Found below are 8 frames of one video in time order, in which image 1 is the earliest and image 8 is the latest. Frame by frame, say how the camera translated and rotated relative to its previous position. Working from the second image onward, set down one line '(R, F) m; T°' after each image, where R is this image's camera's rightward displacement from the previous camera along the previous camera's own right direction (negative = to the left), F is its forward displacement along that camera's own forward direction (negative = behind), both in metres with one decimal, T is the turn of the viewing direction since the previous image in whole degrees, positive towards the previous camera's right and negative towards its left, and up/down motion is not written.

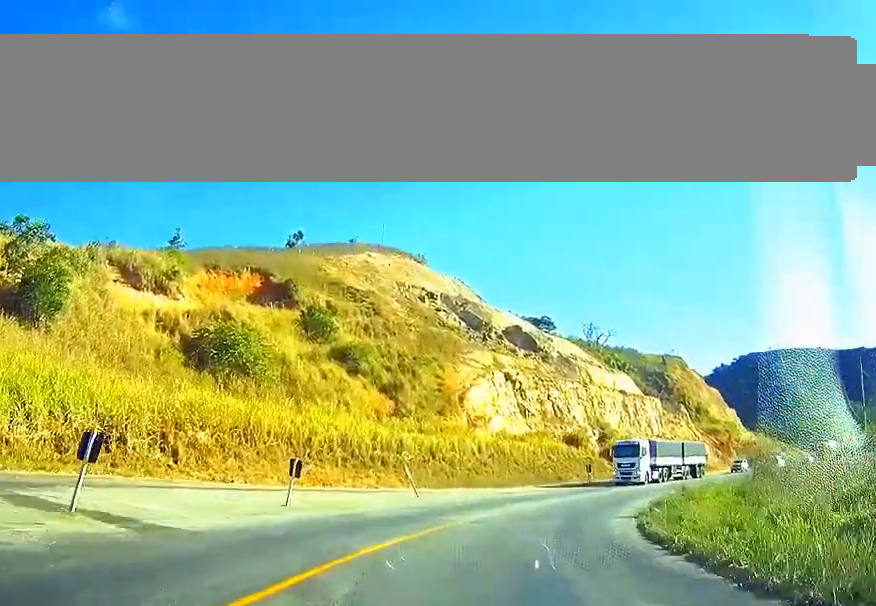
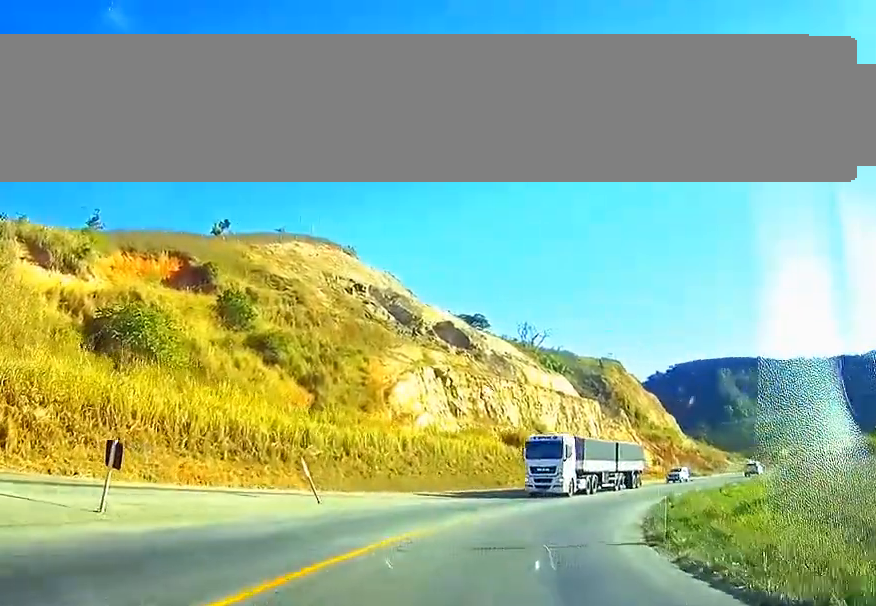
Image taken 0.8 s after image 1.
(+0.6, +10.5) m; +3°
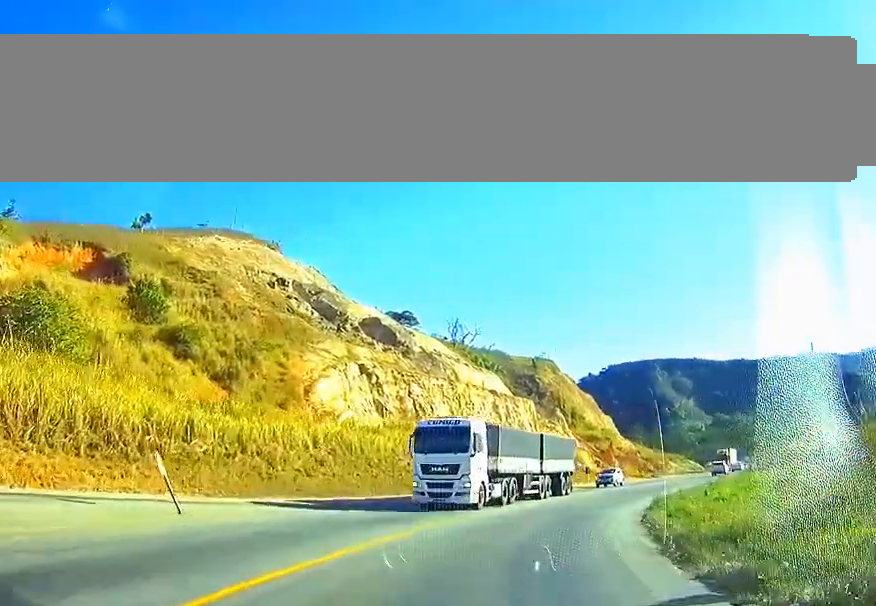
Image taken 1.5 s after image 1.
(0.0, +9.0) m; +5°
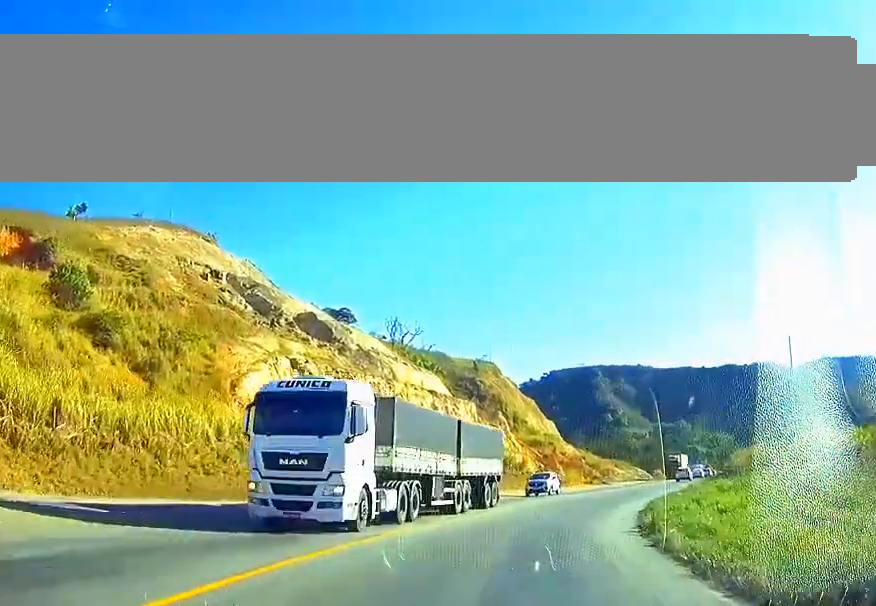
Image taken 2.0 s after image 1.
(+0.2, +7.6) m; +5°
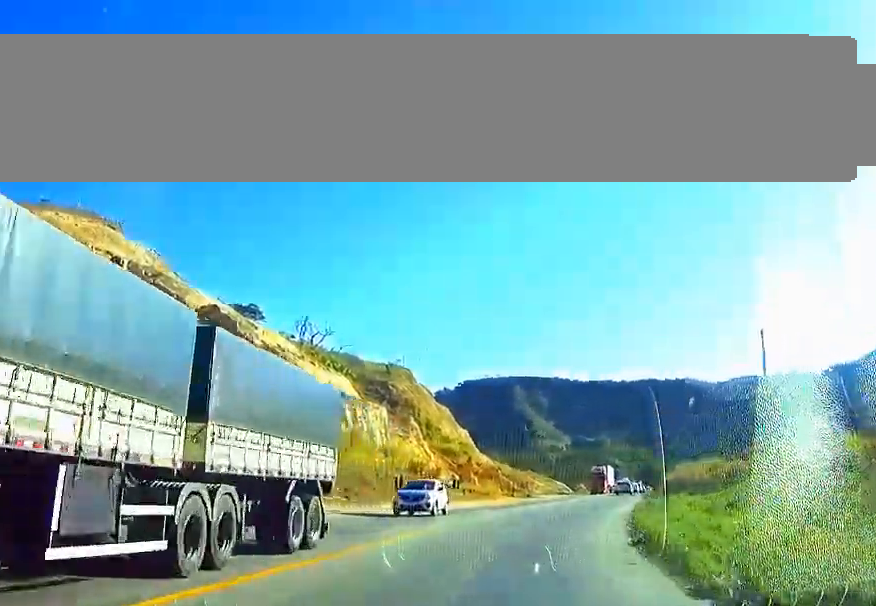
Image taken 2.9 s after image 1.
(+1.3, +11.3) m; +6°
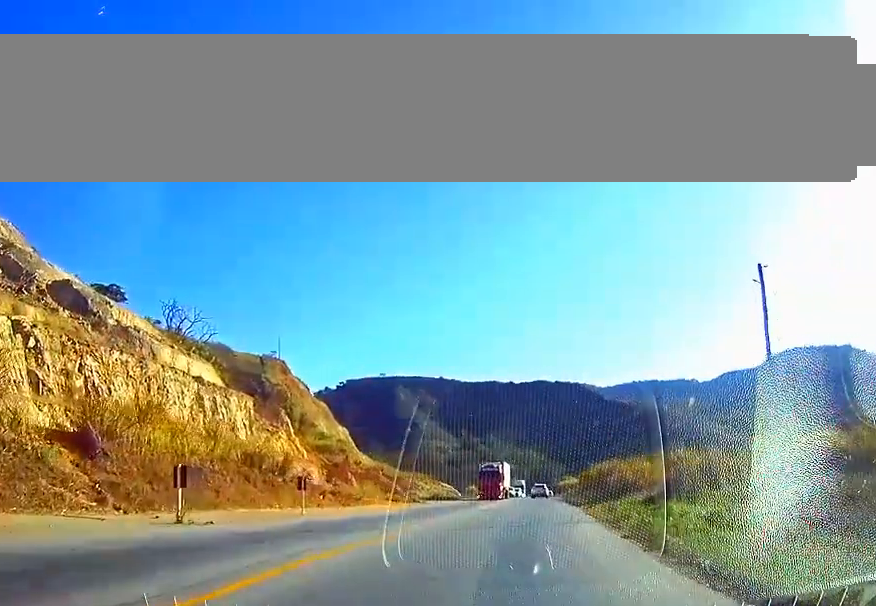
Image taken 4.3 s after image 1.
(0.0, +19.6) m; +3°
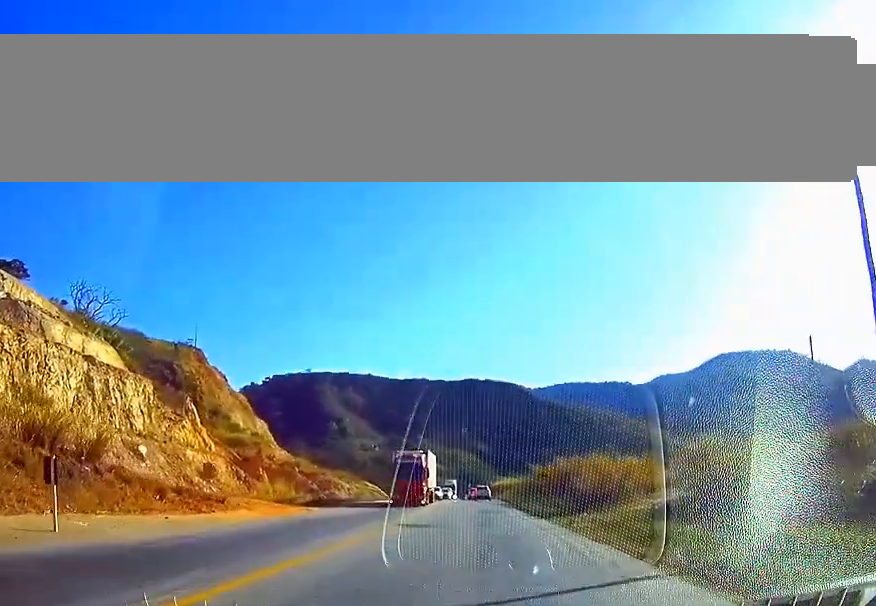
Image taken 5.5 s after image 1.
(+1.2, +17.1) m; +7°
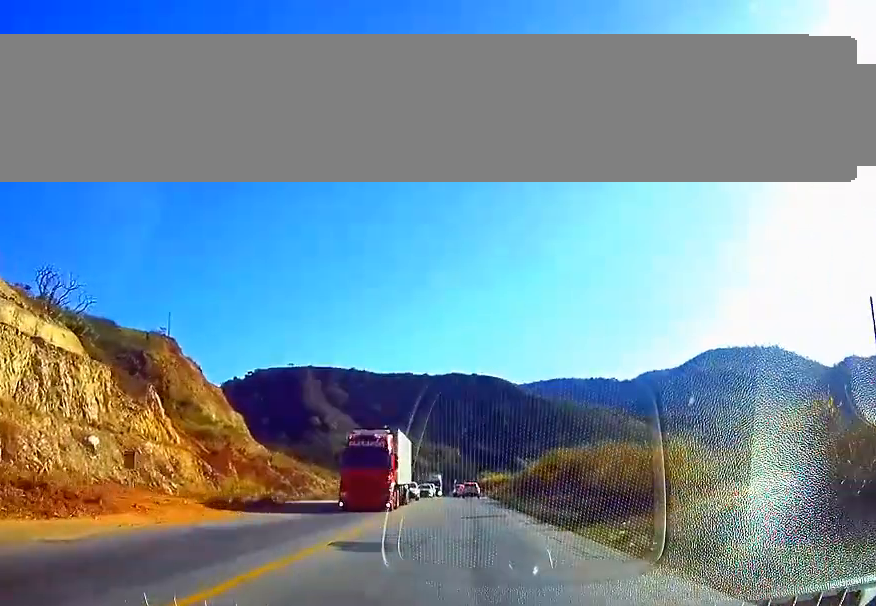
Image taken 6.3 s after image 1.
(+0.4, +11.7) m; +2°
